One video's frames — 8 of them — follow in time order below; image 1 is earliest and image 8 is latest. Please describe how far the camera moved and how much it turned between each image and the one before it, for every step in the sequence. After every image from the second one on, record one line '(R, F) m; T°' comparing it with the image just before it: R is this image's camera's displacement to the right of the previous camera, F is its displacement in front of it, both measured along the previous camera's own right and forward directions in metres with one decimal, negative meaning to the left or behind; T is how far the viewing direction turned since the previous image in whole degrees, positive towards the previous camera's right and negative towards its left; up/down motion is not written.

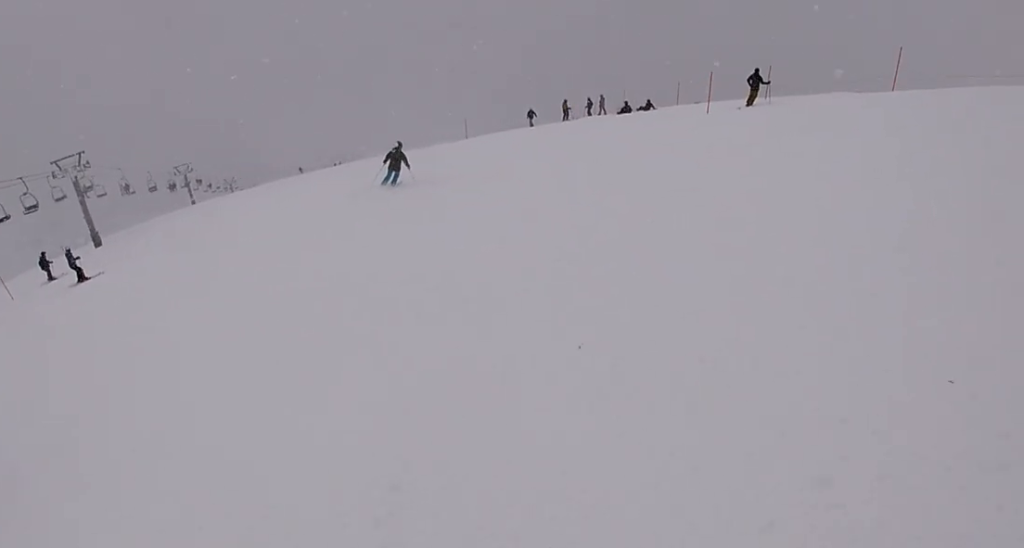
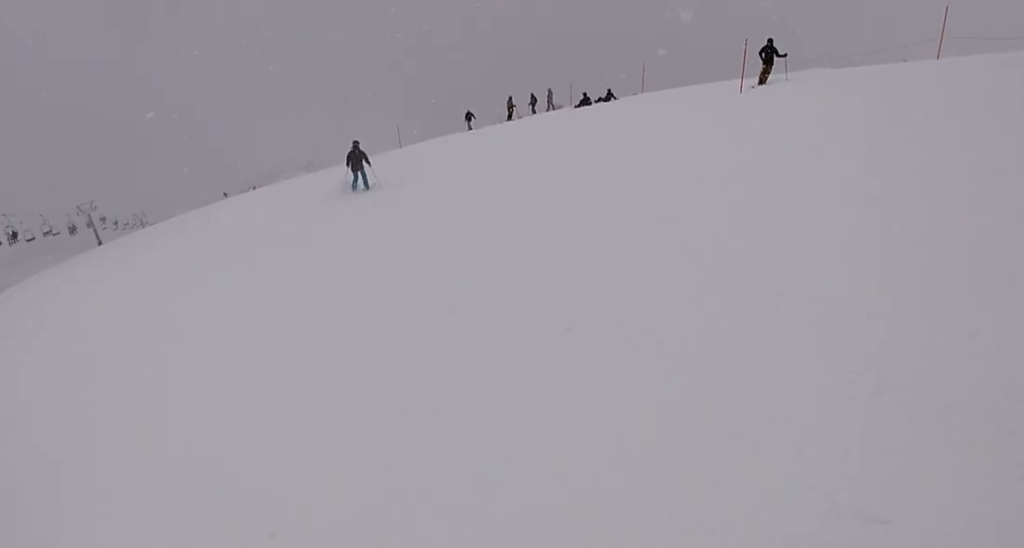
(+1.0, +6.2) m; +8°
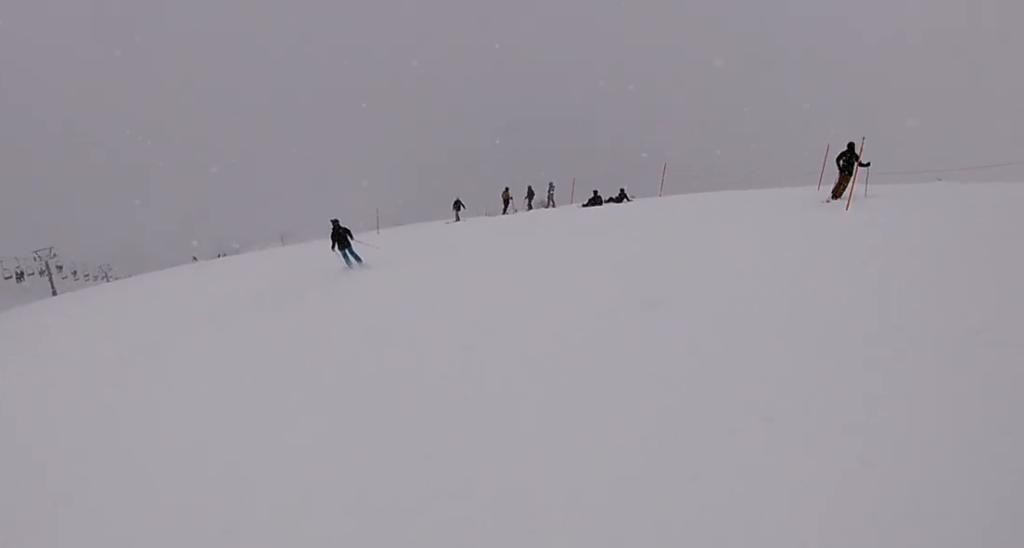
(+1.1, +5.6) m; -1°
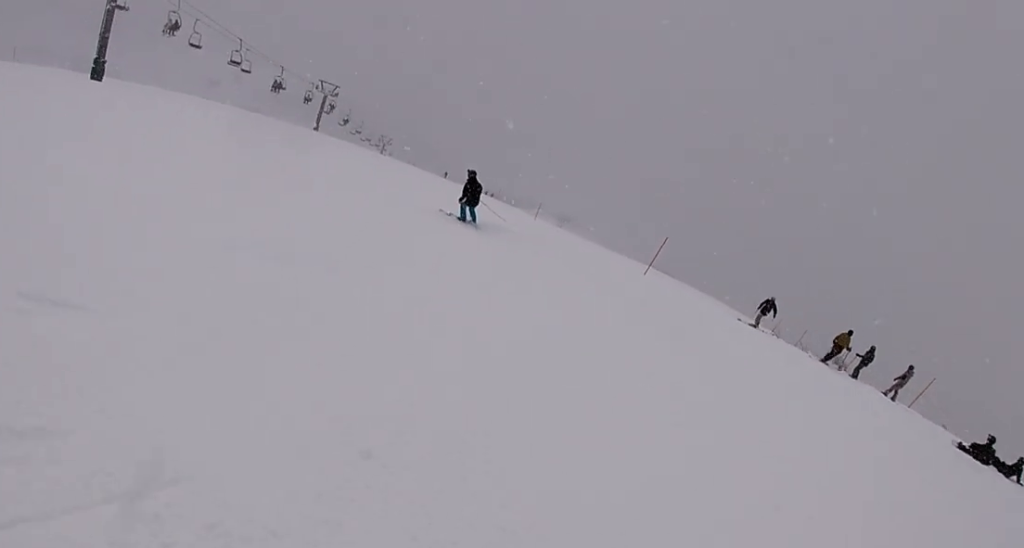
(-2.8, +11.2) m; -28°
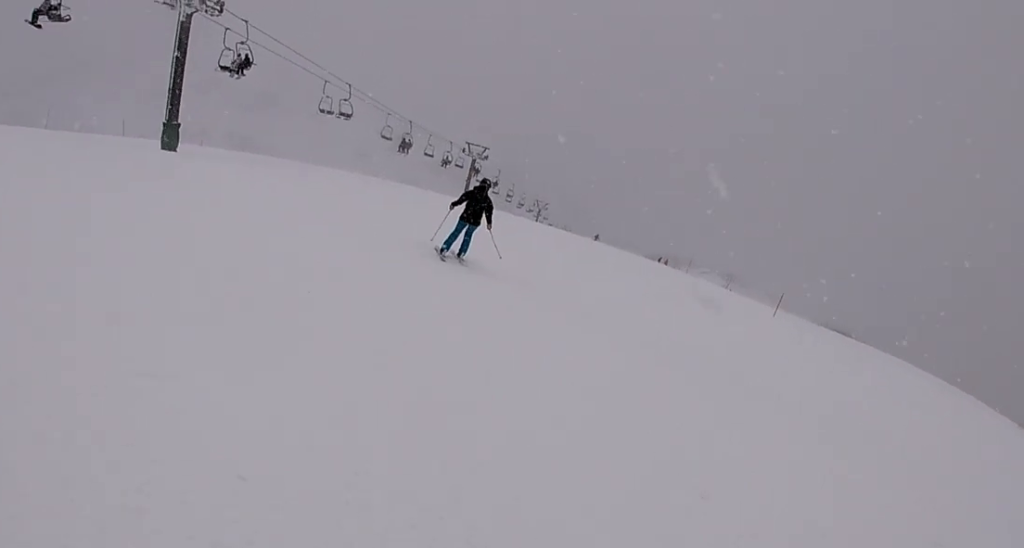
(-2.8, +13.2) m; -3°
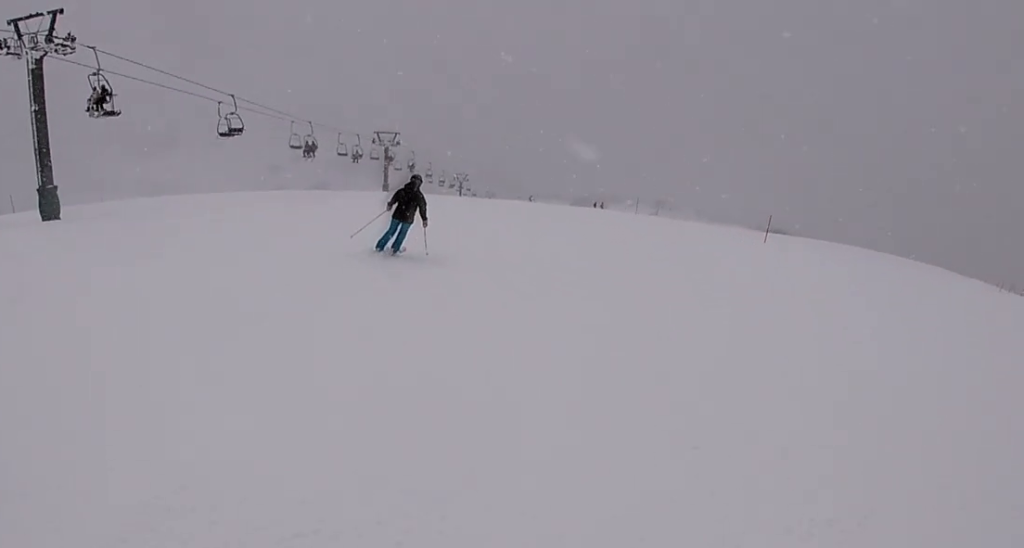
(-0.4, +4.5) m; +7°
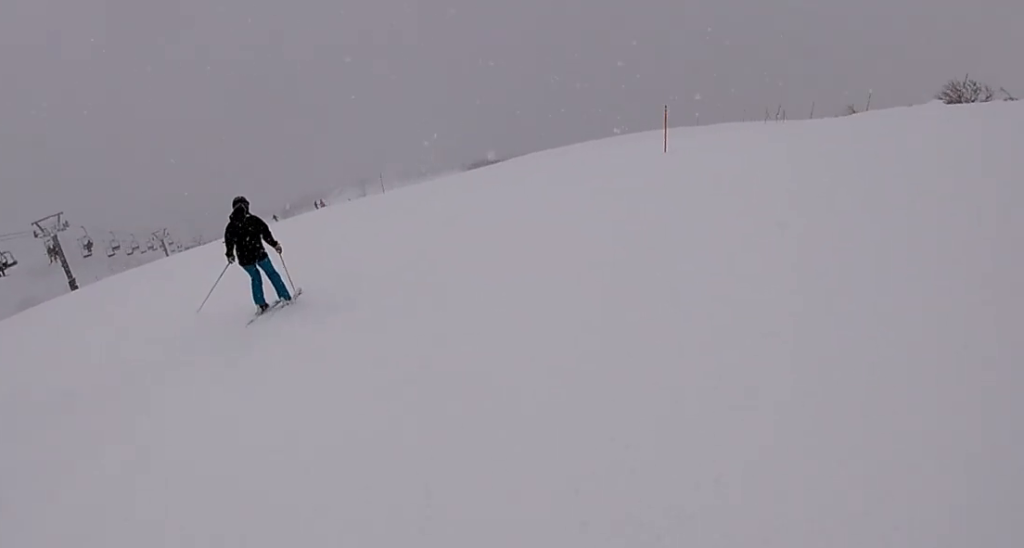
(+3.0, +13.2) m; +10°
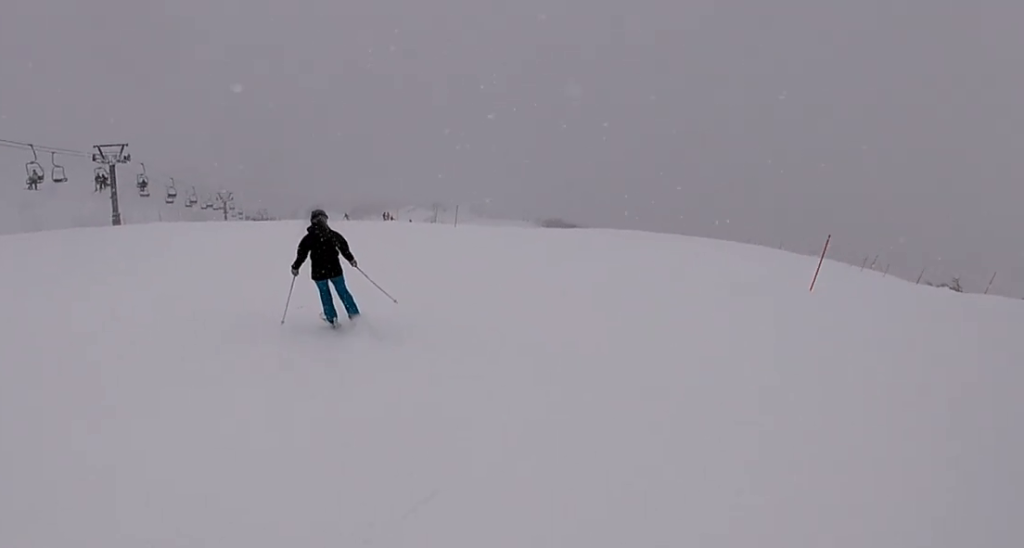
(+0.2, +3.8) m; -3°
